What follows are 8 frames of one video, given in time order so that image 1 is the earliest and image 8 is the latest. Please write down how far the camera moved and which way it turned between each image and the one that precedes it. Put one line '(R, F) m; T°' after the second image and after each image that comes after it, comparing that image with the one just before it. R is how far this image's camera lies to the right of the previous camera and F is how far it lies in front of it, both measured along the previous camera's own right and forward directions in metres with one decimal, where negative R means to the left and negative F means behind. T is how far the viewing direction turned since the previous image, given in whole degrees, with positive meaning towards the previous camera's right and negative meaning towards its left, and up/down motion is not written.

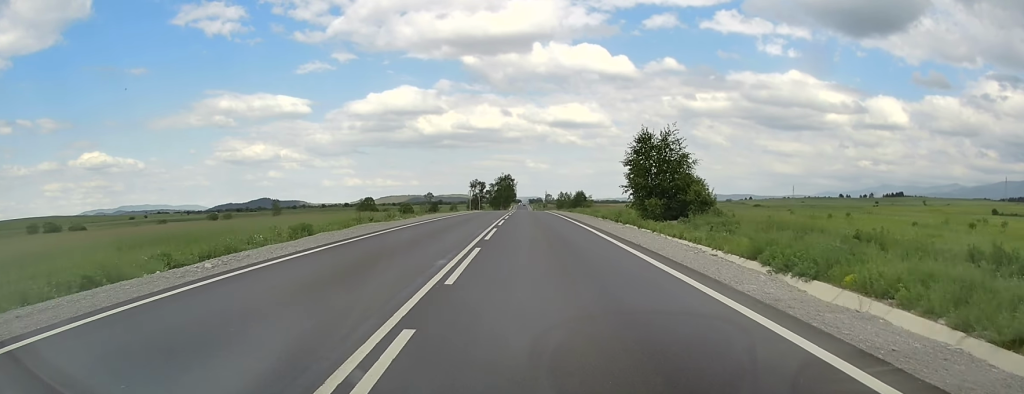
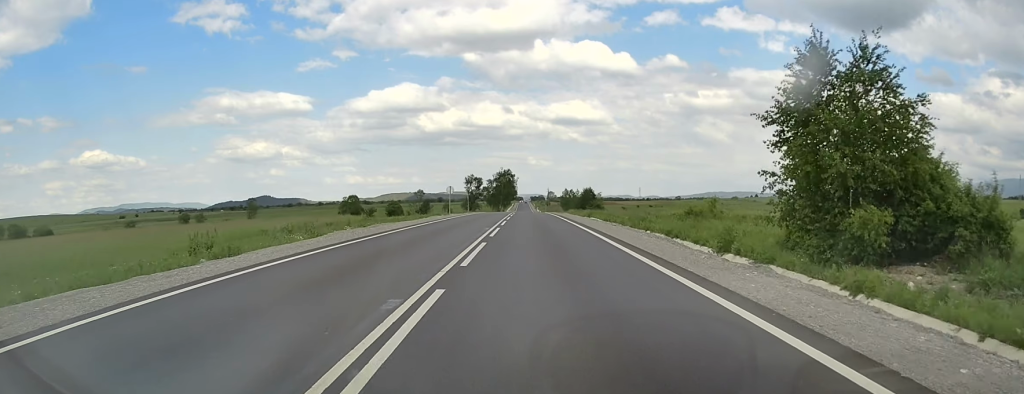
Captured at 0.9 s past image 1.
(+0.1, +24.6) m; 0°
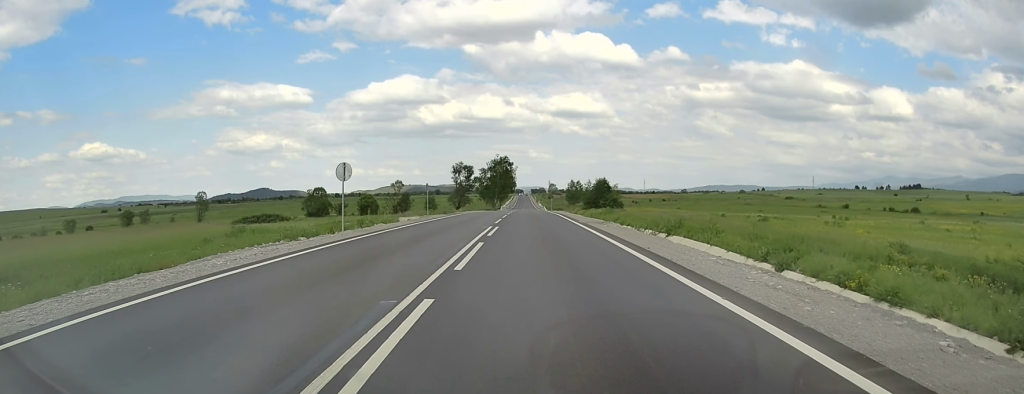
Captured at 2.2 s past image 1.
(0.0, +37.1) m; 0°
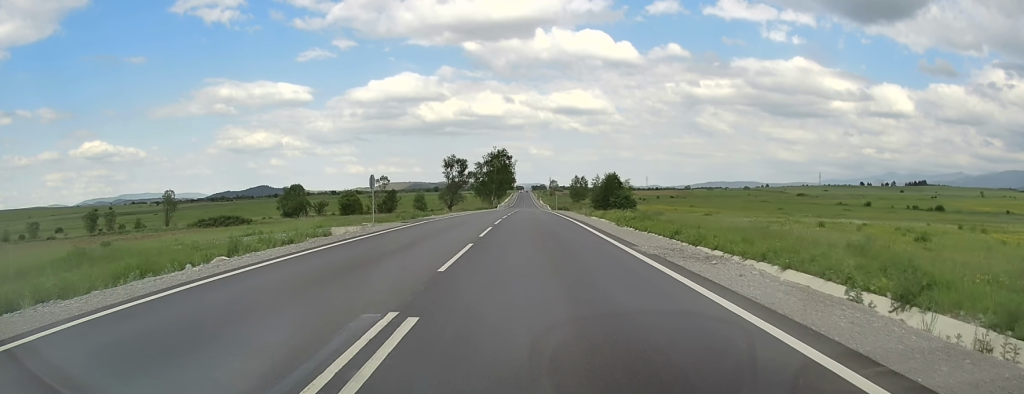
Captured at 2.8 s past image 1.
(0.0, +19.1) m; 0°
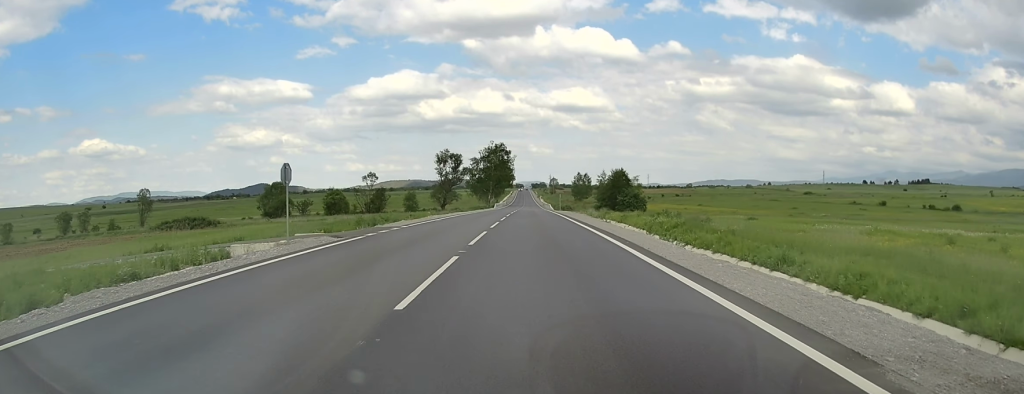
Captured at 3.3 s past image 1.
(+0.1, +12.4) m; 0°
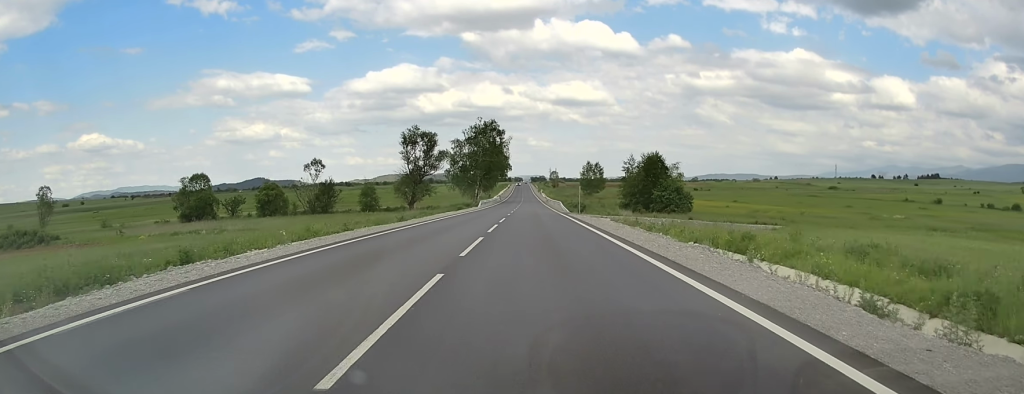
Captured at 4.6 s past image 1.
(-0.4, +38.5) m; 0°
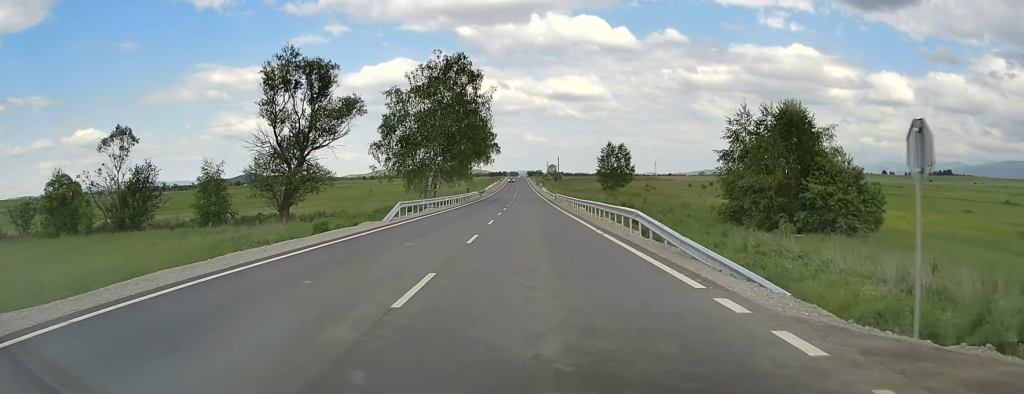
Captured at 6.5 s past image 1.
(+0.6, +54.4) m; +1°
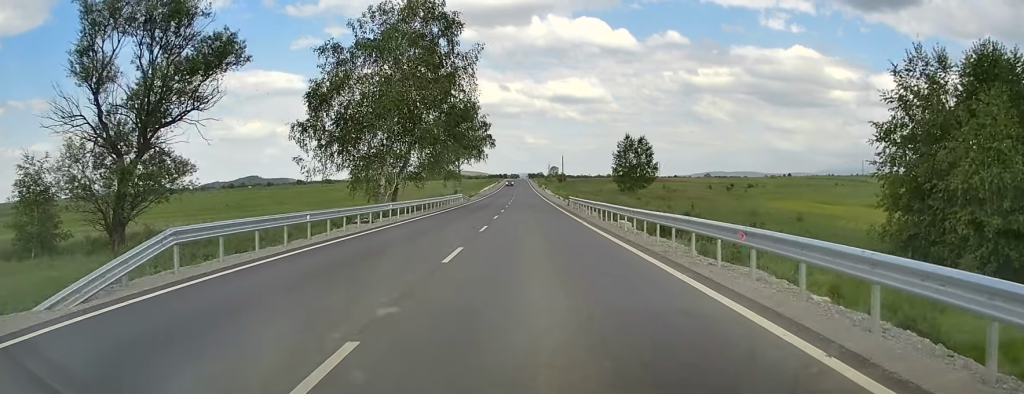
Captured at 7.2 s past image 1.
(0.0, +22.6) m; +1°
